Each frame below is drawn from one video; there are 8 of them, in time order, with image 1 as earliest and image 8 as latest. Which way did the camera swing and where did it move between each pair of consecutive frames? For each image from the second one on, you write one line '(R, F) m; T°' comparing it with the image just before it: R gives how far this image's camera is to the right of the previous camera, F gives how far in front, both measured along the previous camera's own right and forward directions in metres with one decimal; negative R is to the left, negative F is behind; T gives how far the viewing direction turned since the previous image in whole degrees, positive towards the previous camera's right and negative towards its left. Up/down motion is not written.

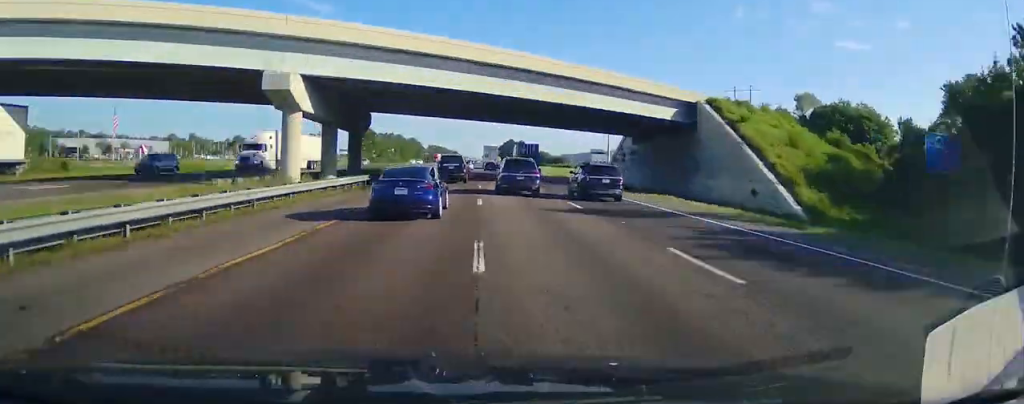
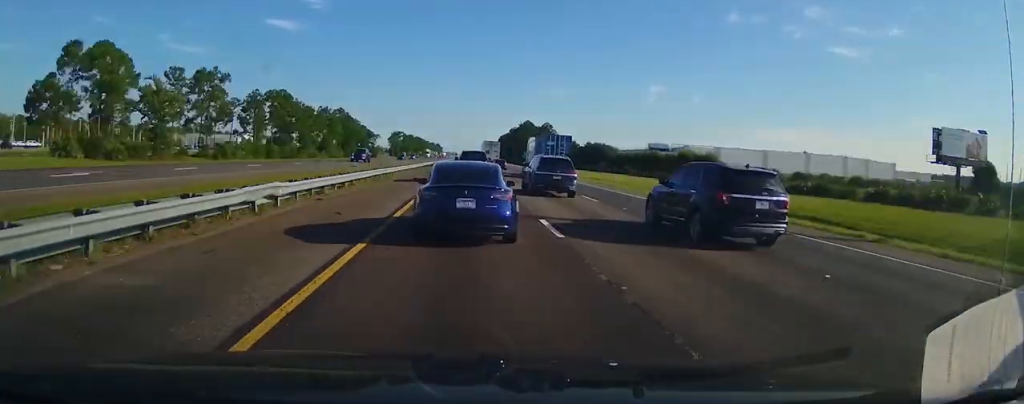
(+2.3, +190.9) m; +1°
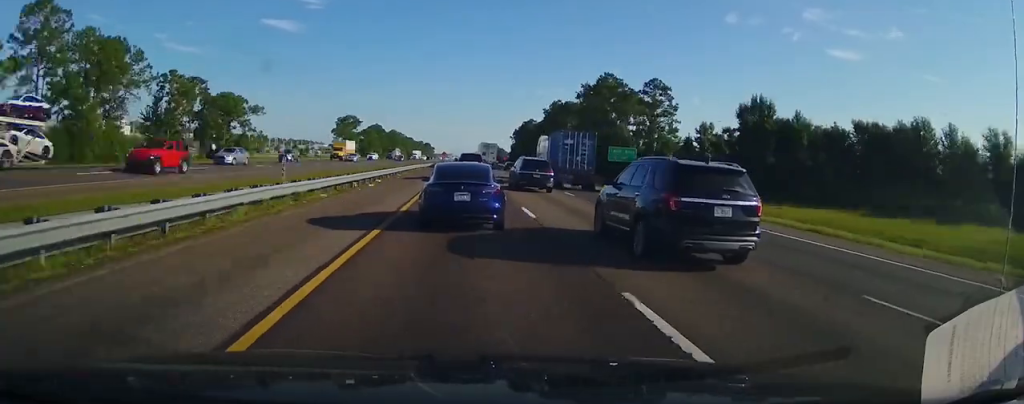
(+0.2, +148.7) m; 0°
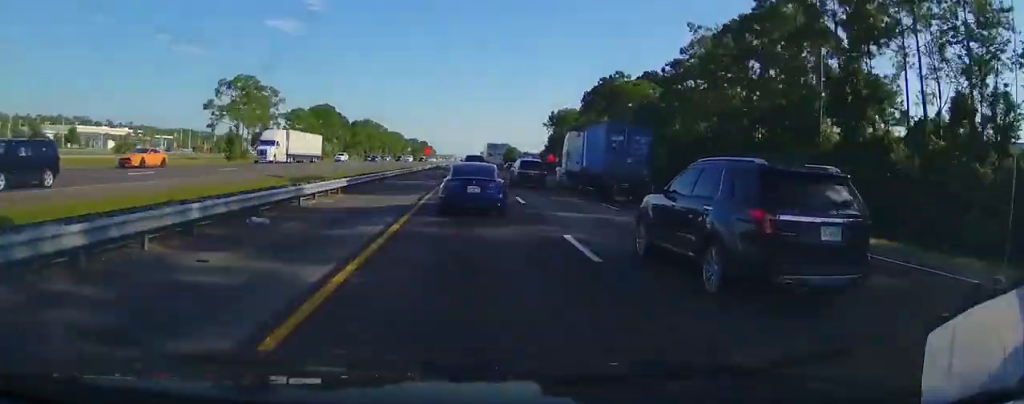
(-0.4, +109.2) m; 0°
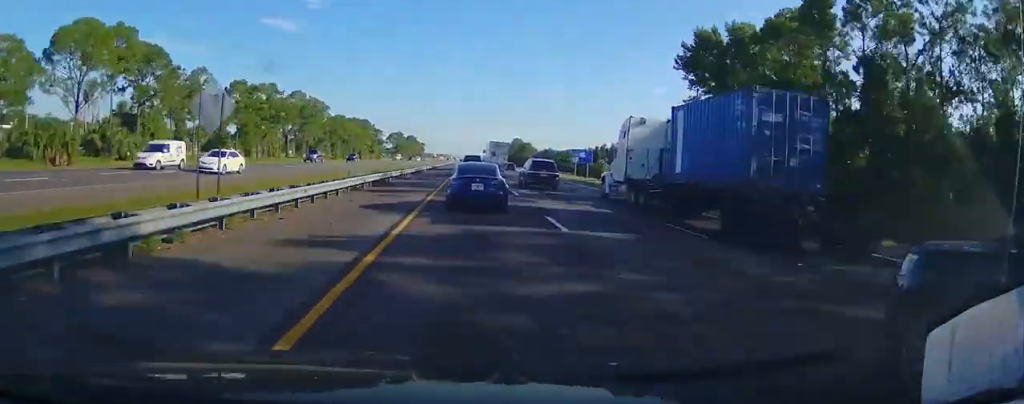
(0.0, +107.7) m; 0°
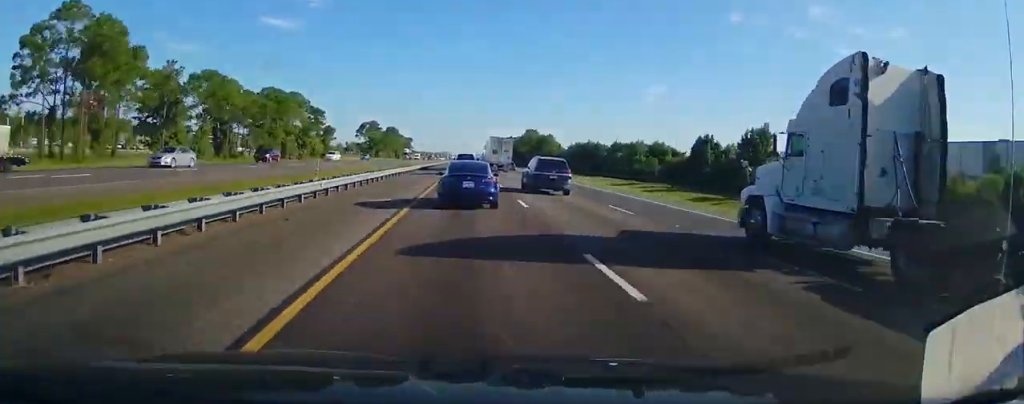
(-0.1, +90.7) m; 0°
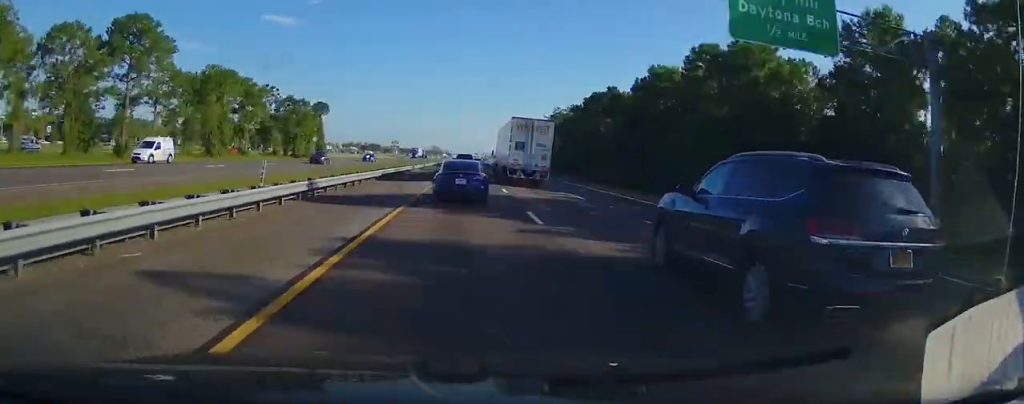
(-0.1, +247.6) m; 0°
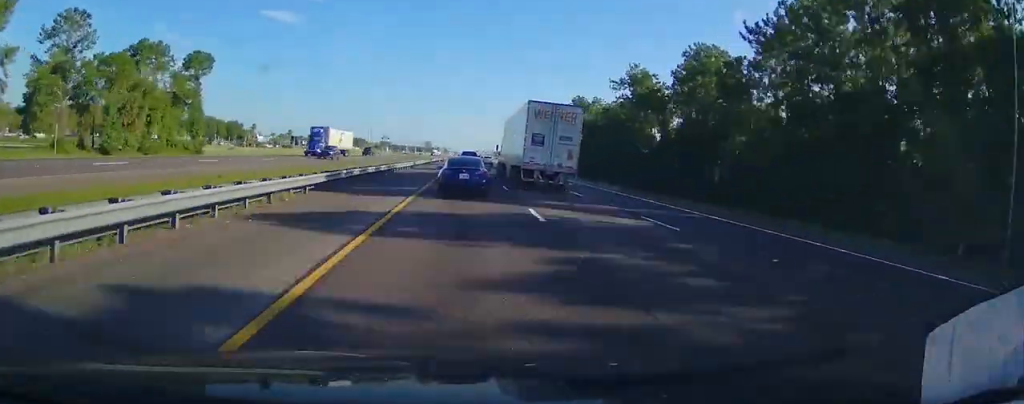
(-0.4, +73.8) m; 0°
